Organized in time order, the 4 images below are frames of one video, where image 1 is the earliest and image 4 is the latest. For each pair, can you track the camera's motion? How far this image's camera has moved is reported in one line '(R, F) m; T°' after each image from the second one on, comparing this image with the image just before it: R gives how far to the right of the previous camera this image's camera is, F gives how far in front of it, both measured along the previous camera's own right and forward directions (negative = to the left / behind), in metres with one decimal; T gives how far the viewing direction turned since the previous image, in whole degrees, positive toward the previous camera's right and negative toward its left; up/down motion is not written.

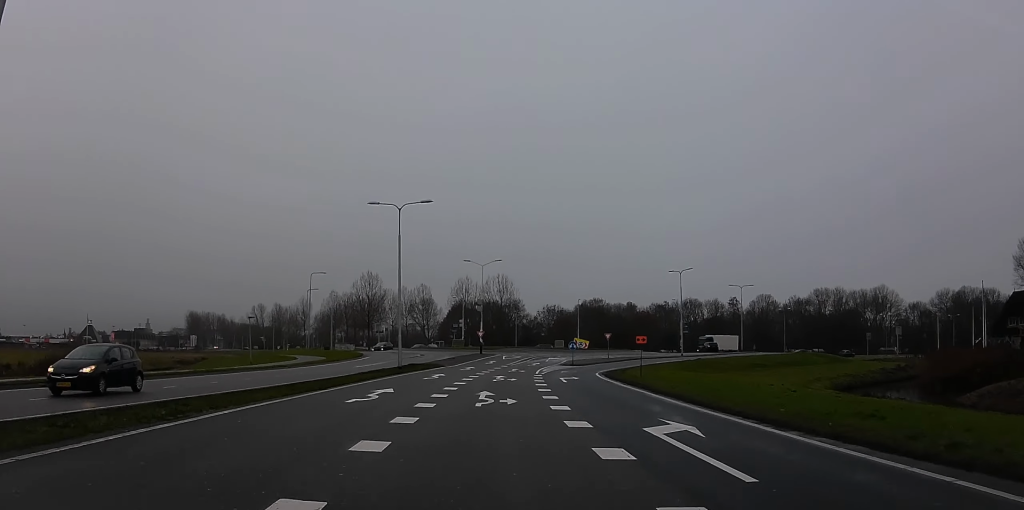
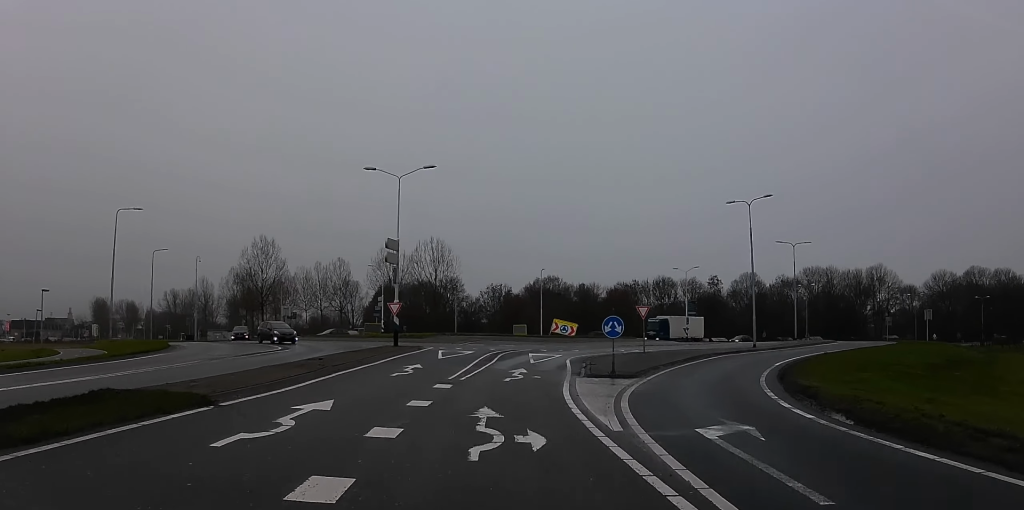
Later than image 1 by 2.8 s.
(+3.4, +37.3) m; +6°
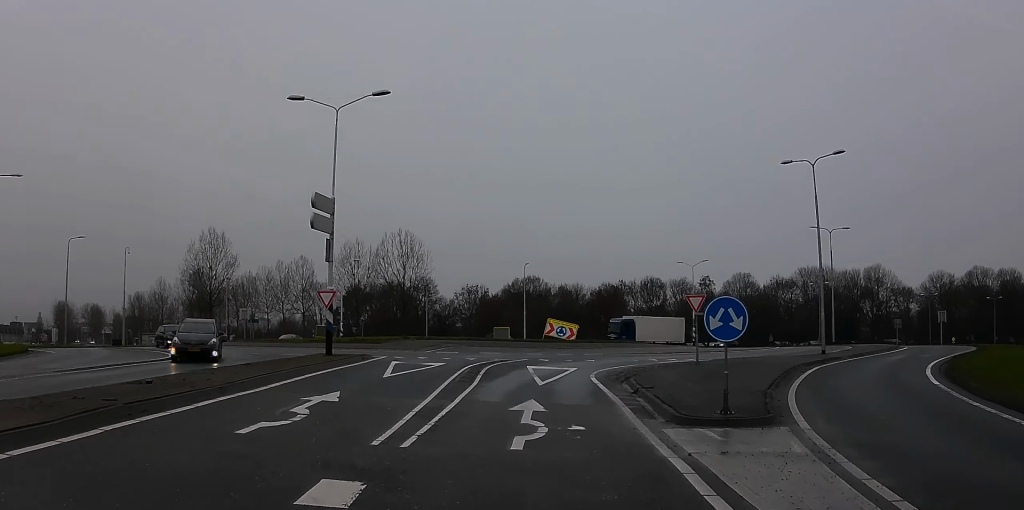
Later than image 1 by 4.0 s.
(0.0, +13.6) m; -1°
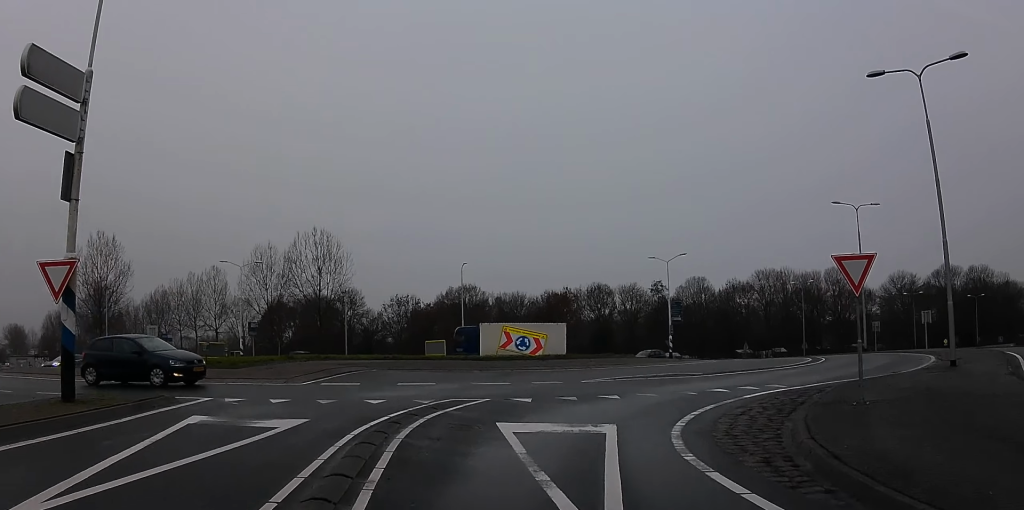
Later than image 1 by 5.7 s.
(+0.1, +16.1) m; +8°
